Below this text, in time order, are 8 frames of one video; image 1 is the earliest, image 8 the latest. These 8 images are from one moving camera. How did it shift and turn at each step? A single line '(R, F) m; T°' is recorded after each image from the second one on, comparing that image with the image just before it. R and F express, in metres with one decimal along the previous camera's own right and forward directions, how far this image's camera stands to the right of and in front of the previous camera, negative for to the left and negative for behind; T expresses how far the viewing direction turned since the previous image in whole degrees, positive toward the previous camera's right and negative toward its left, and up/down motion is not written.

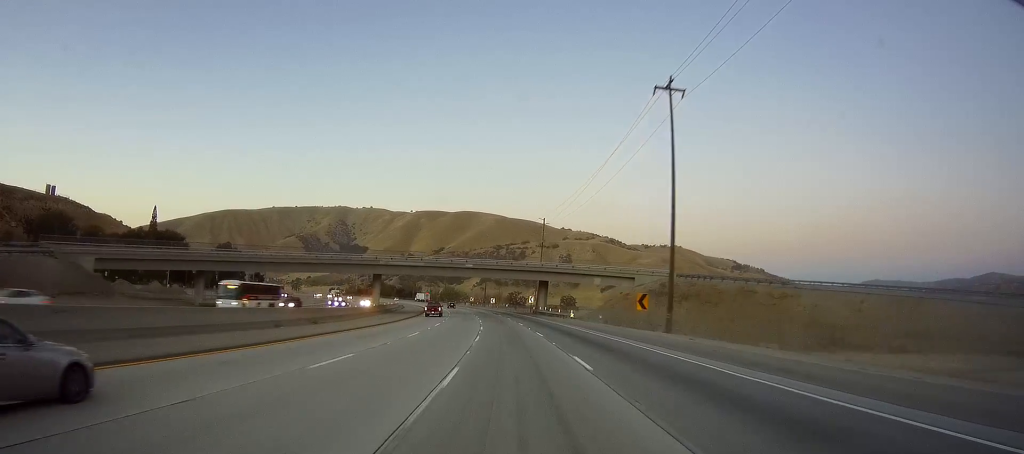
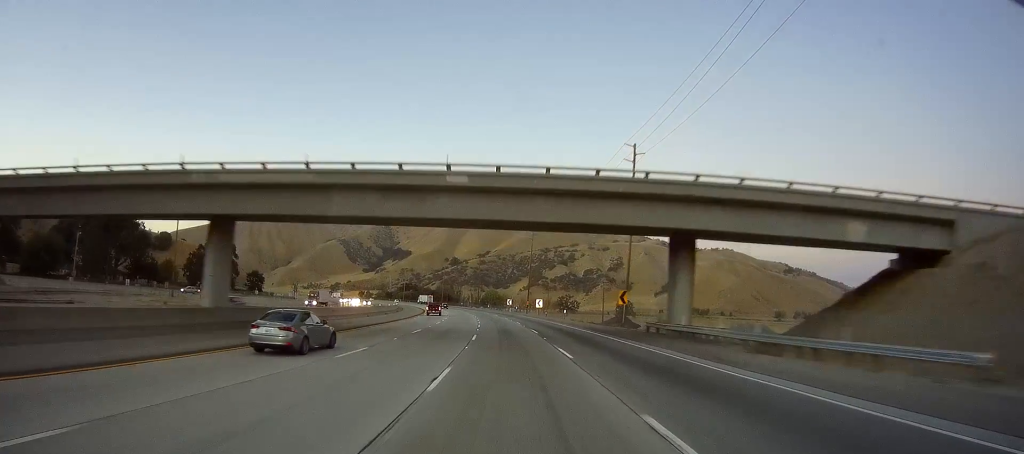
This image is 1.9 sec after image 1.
(-1.8, +56.6) m; -4°
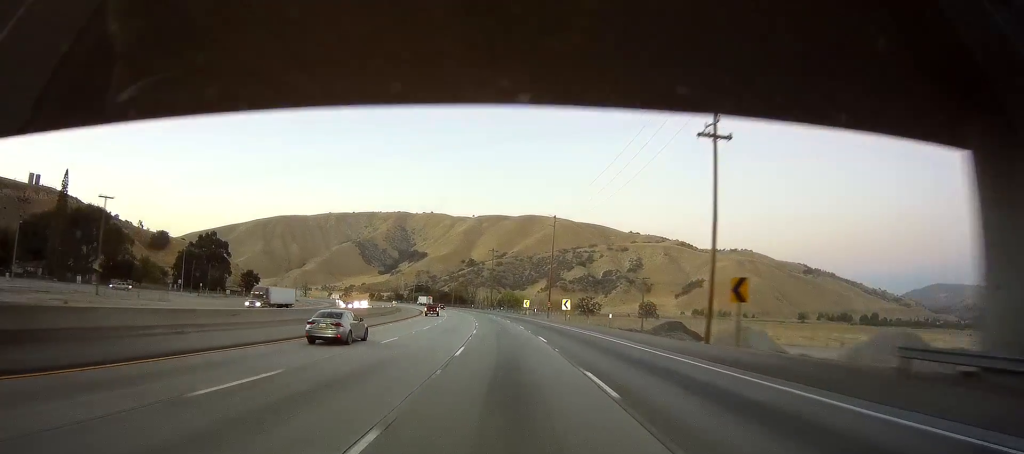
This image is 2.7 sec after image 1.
(-0.3, +22.4) m; -3°
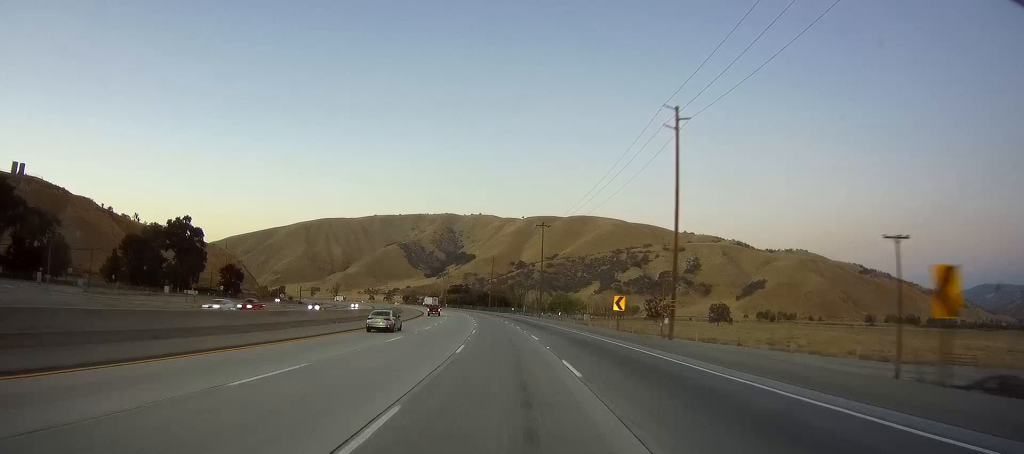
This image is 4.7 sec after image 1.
(-3.8, +57.5) m; -6°
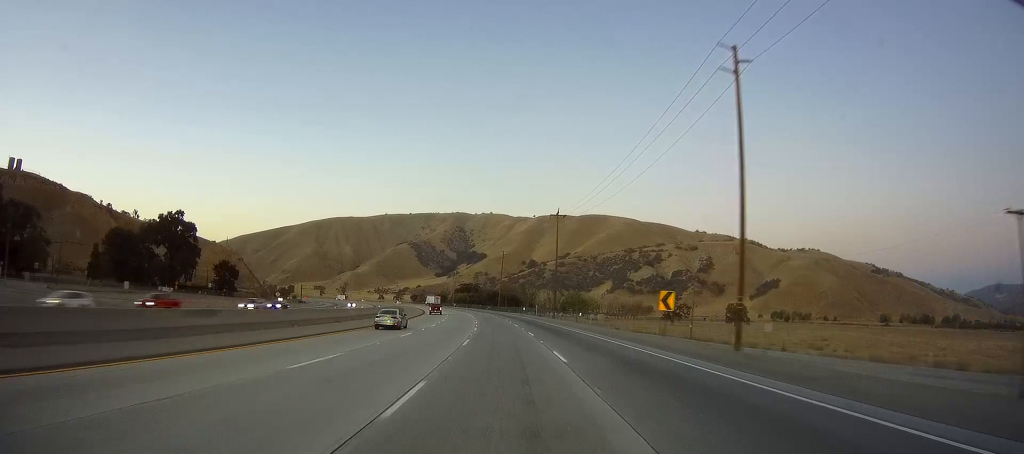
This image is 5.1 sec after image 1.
(+0.2, +11.8) m; -1°
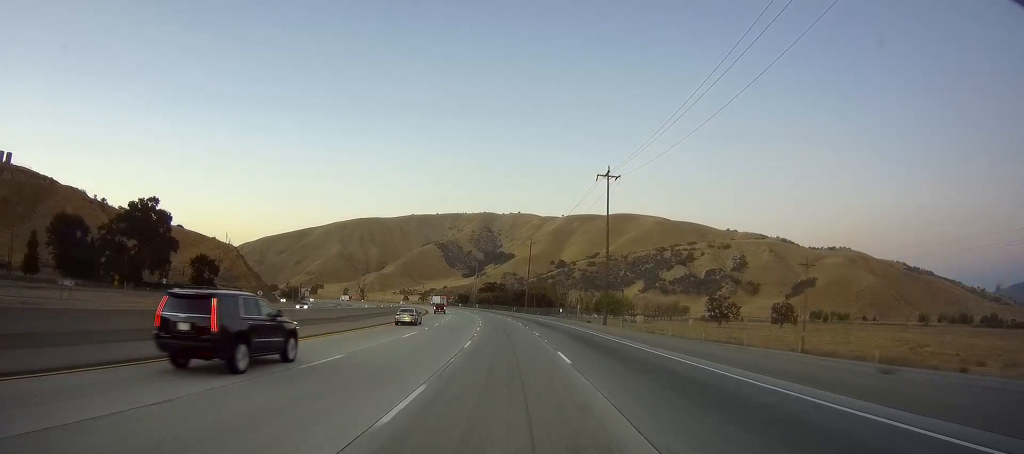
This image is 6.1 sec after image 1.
(-1.1, +30.3) m; -3°
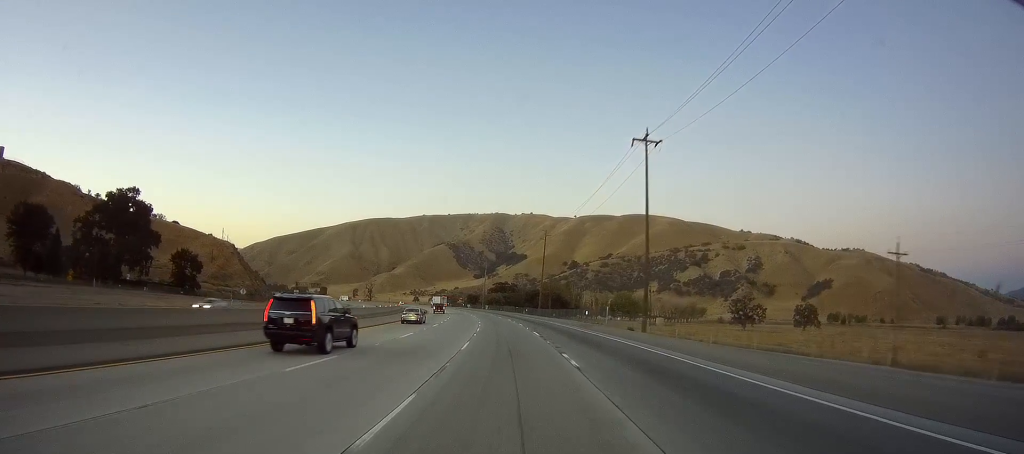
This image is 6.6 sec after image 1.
(-0.3, +15.7) m; -2°
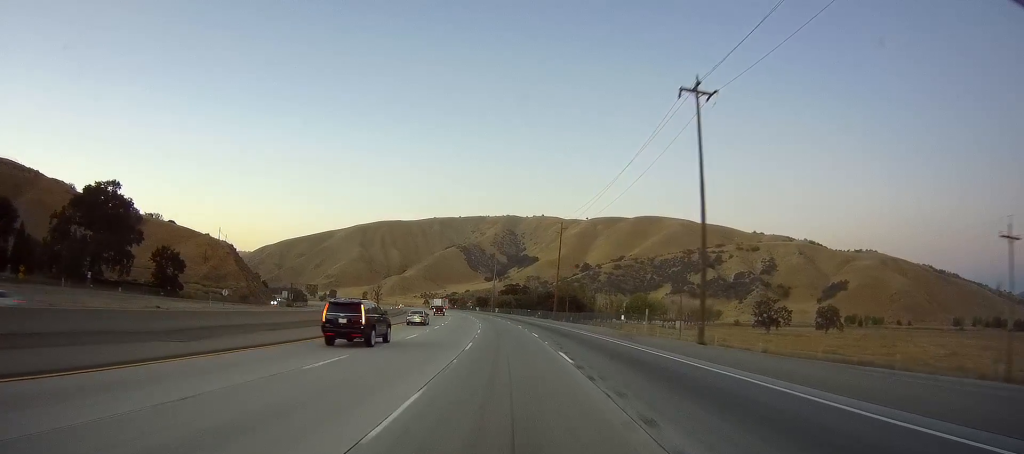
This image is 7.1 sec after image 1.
(+0.1, +13.7) m; -1°
